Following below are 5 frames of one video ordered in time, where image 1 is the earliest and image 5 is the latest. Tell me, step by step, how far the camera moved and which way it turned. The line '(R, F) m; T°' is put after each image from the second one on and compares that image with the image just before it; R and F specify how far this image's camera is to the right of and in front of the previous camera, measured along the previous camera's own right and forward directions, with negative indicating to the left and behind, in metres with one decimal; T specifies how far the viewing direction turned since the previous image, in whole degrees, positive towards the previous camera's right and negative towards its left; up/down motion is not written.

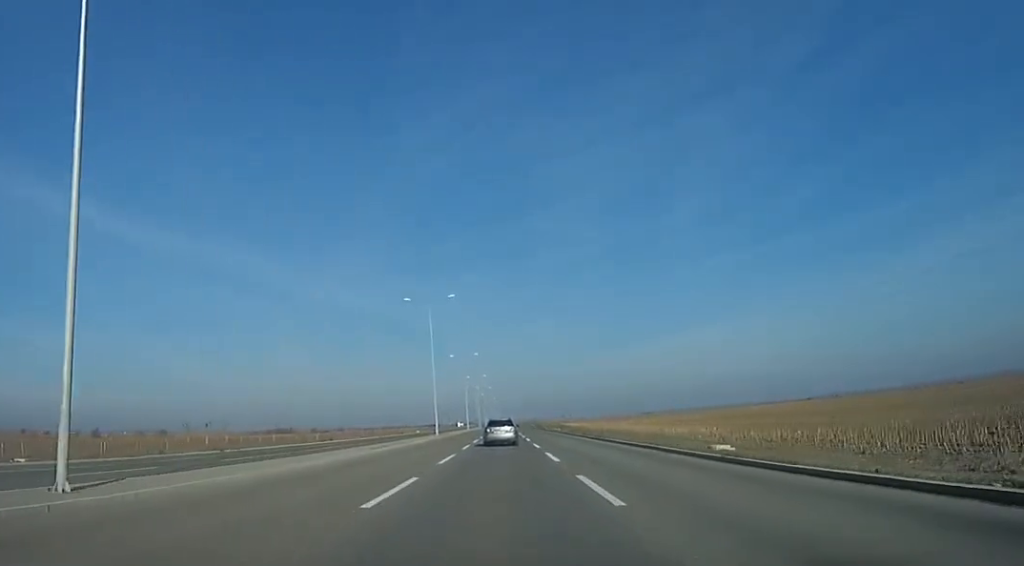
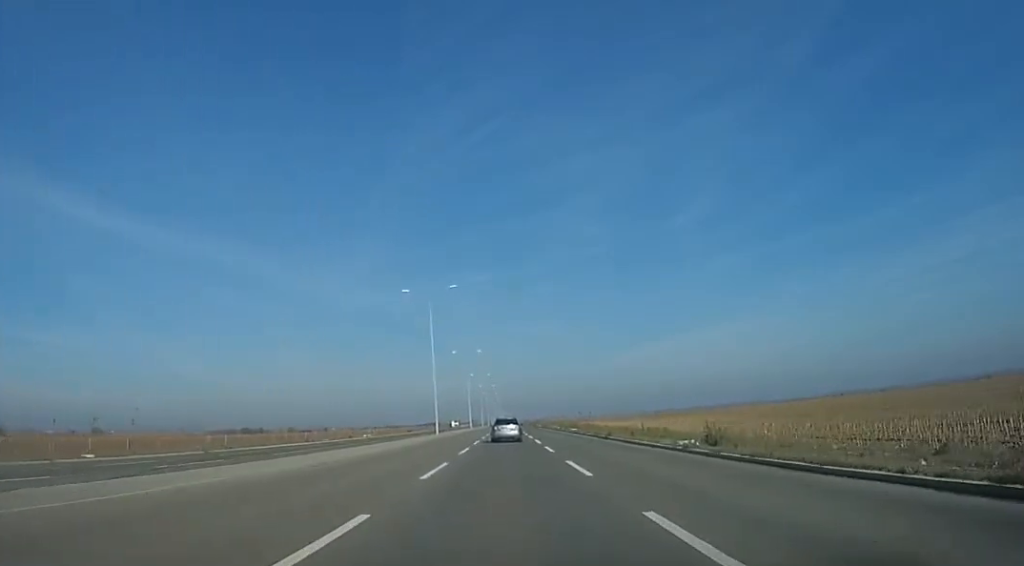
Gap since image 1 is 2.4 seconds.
(-0.8, +55.6) m; 0°
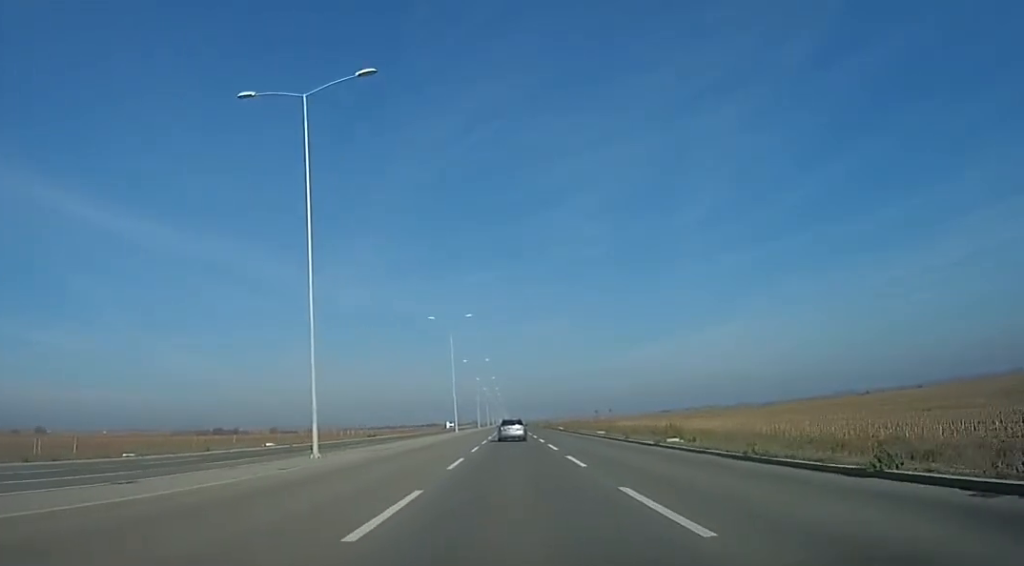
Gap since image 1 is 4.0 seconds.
(+0.2, +37.2) m; -1°
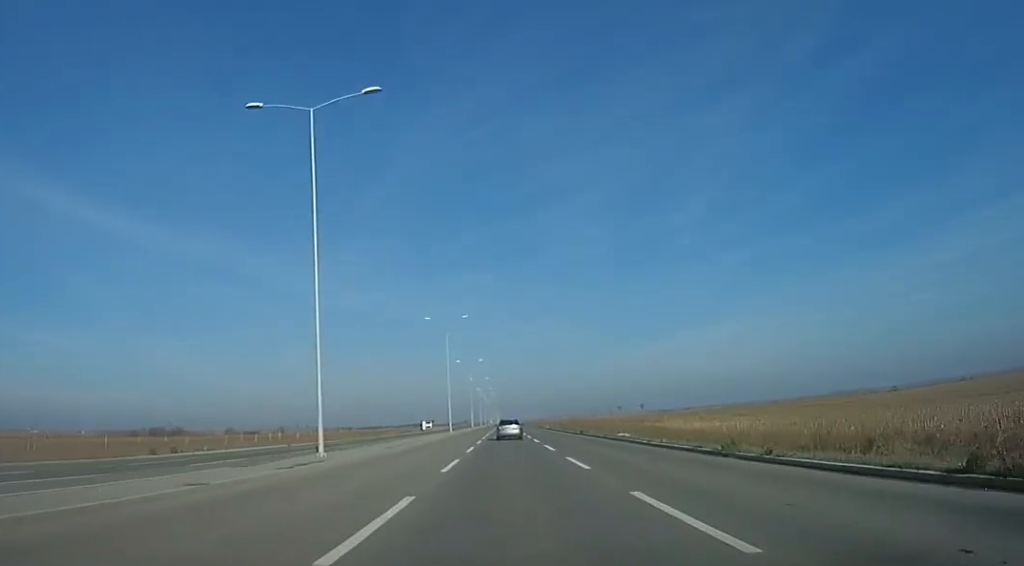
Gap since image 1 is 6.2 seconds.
(+0.7, +51.1) m; 0°
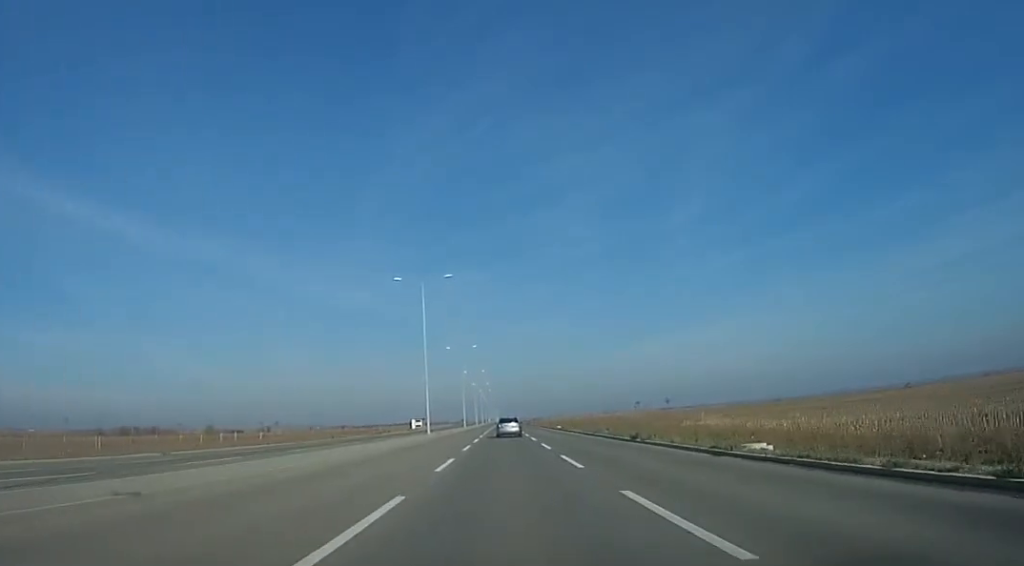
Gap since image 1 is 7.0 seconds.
(-0.5, +20.2) m; 0°
